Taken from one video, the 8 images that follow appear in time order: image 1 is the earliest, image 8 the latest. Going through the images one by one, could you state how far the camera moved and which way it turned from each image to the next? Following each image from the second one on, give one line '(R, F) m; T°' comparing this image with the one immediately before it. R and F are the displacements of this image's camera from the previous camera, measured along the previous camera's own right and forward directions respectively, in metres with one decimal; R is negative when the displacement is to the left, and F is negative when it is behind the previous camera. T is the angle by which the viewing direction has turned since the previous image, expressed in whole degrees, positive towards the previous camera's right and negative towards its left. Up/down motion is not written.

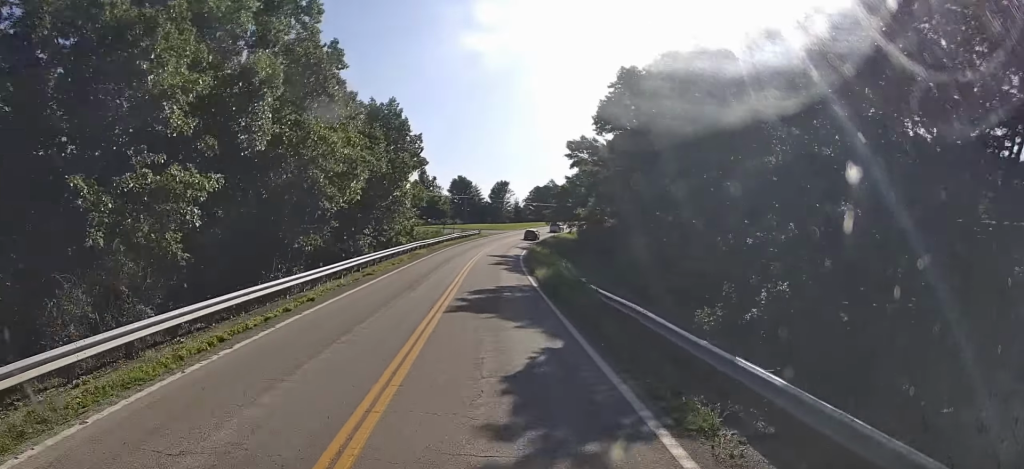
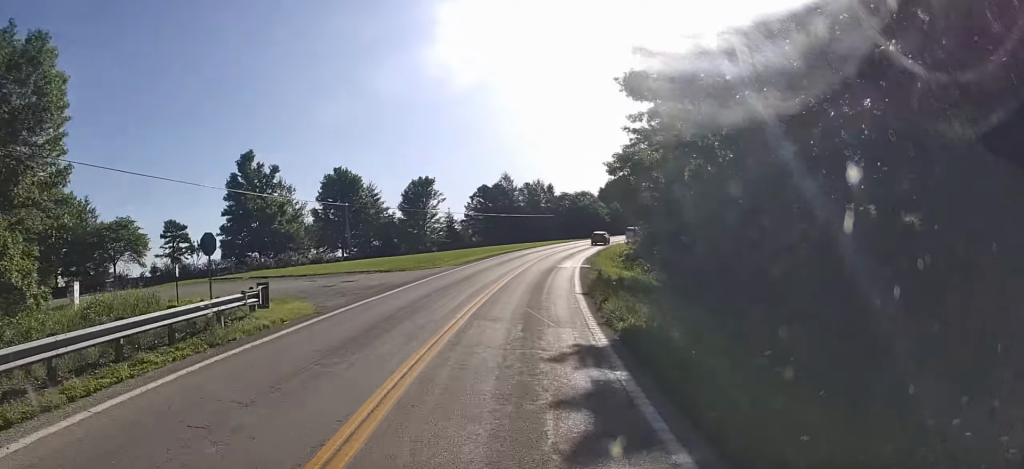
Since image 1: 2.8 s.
(+2.4, +67.7) m; +11°
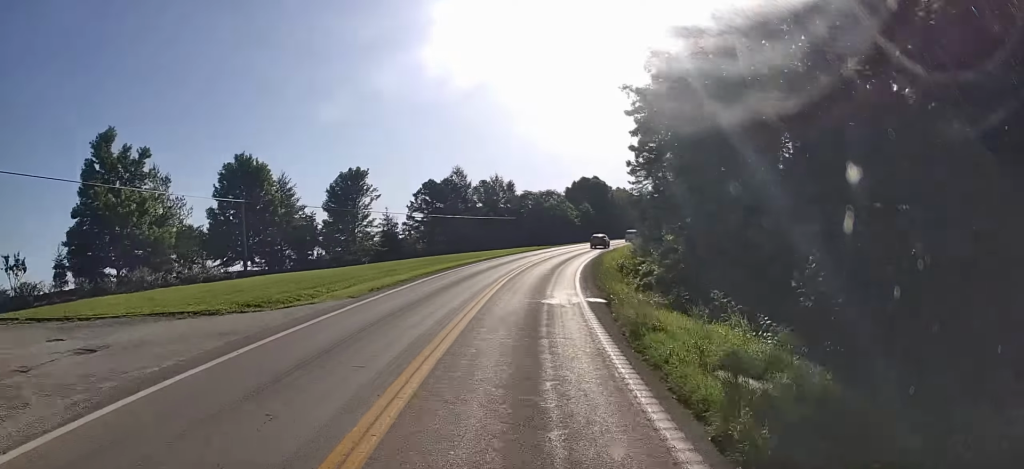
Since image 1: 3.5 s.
(+1.1, +17.5) m; +7°
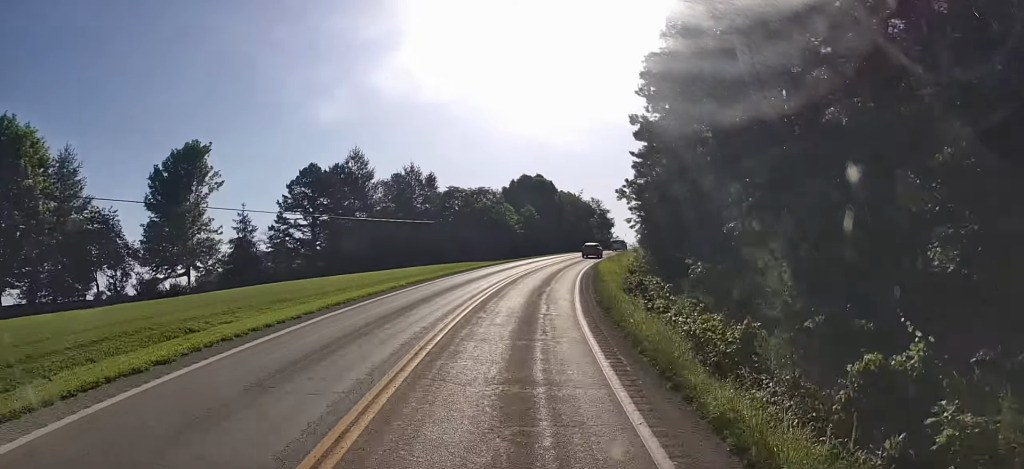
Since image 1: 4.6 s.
(+1.9, +24.6) m; +6°
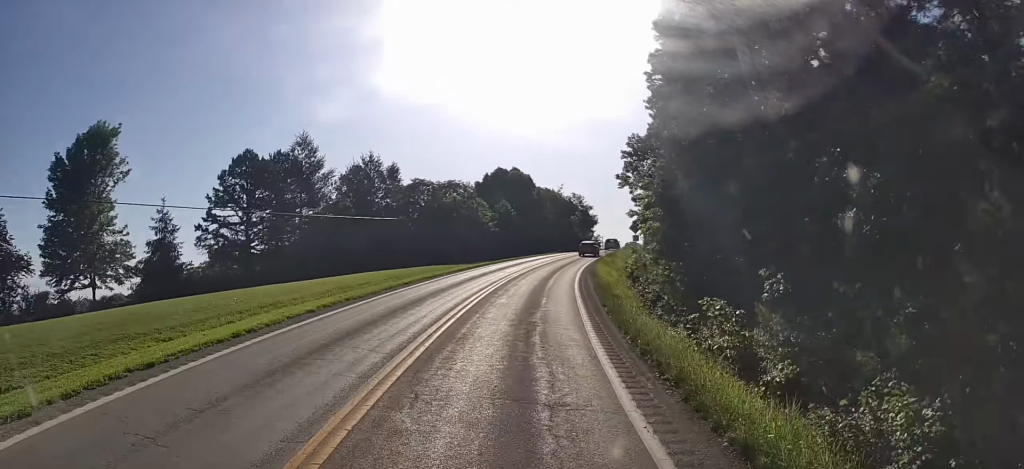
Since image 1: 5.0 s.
(-0.2, +8.8) m; +1°
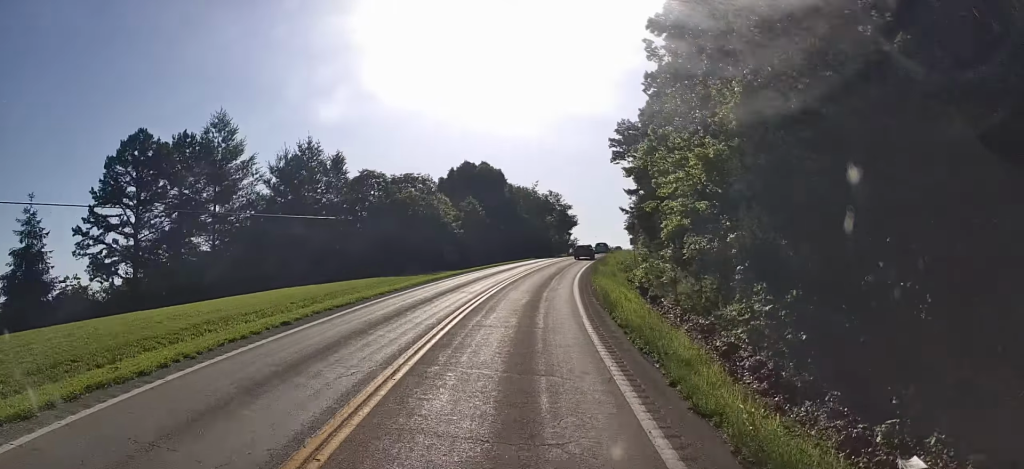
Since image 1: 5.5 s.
(+0.2, +10.7) m; +2°
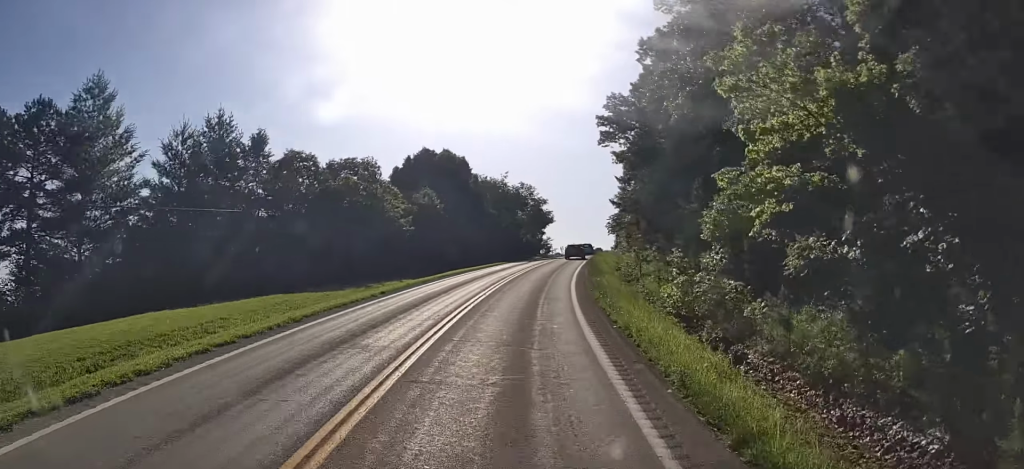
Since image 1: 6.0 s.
(+0.4, +11.2) m; +3°
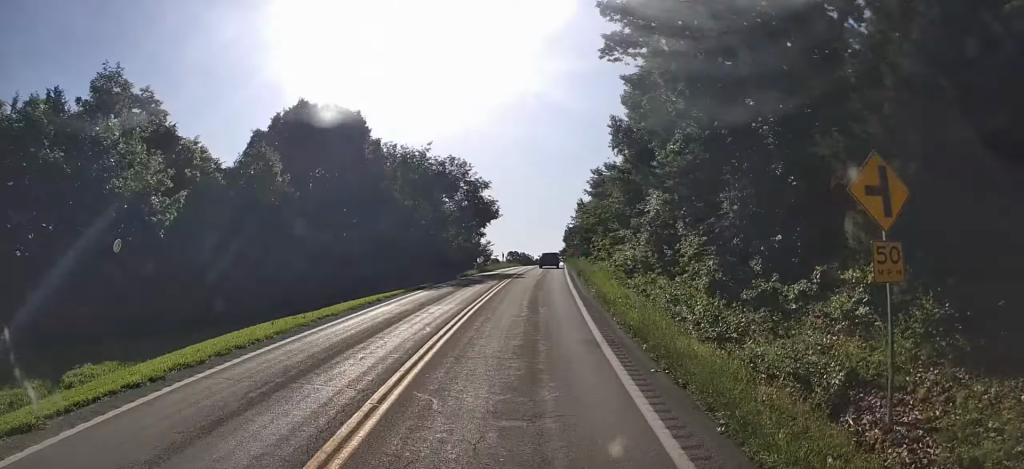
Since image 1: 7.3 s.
(+1.3, +26.0) m; +5°
